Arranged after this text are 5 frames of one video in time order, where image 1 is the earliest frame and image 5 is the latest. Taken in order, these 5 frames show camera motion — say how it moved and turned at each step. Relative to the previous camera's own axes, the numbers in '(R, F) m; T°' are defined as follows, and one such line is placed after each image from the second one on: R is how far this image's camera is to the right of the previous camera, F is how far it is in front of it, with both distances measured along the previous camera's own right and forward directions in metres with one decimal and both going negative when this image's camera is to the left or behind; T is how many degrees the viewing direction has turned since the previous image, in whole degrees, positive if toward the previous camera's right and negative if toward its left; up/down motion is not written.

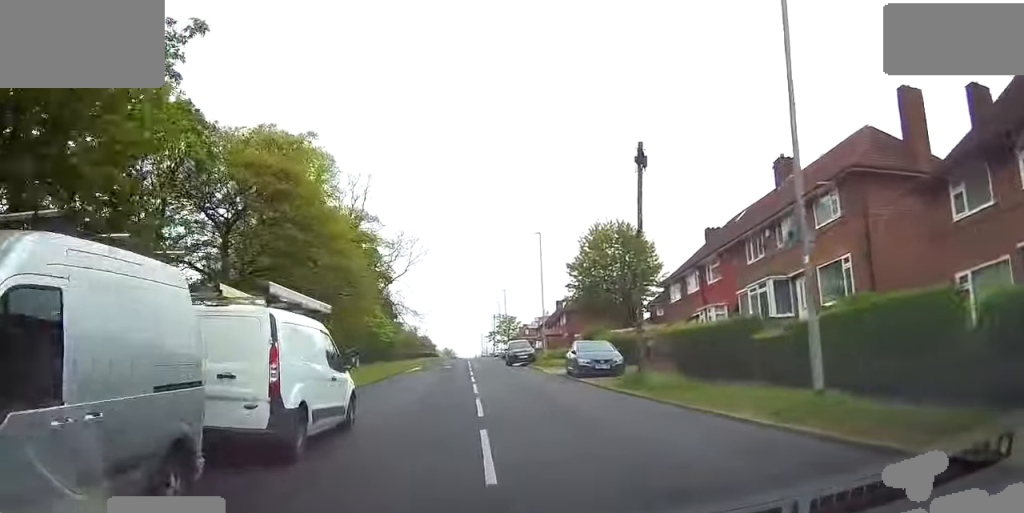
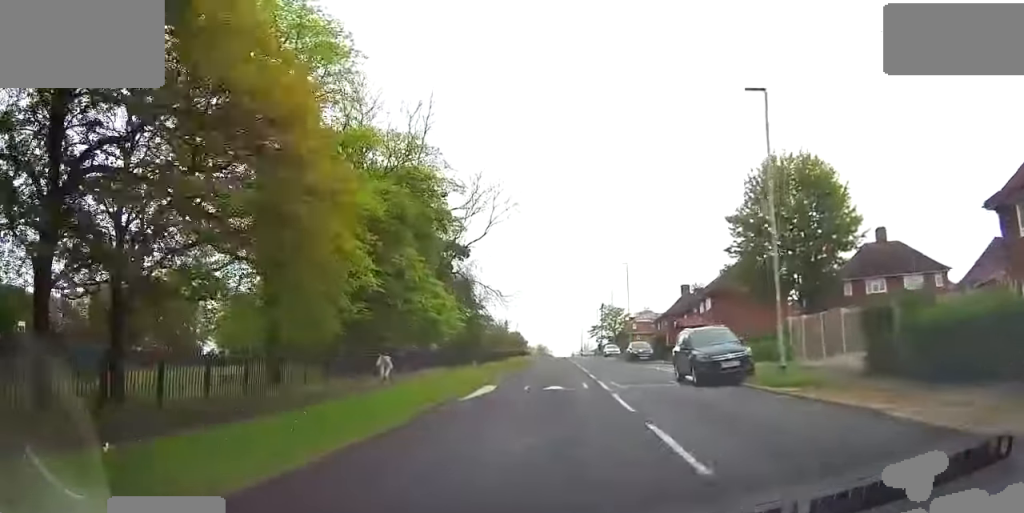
(-1.5, +23.8) m; -10°
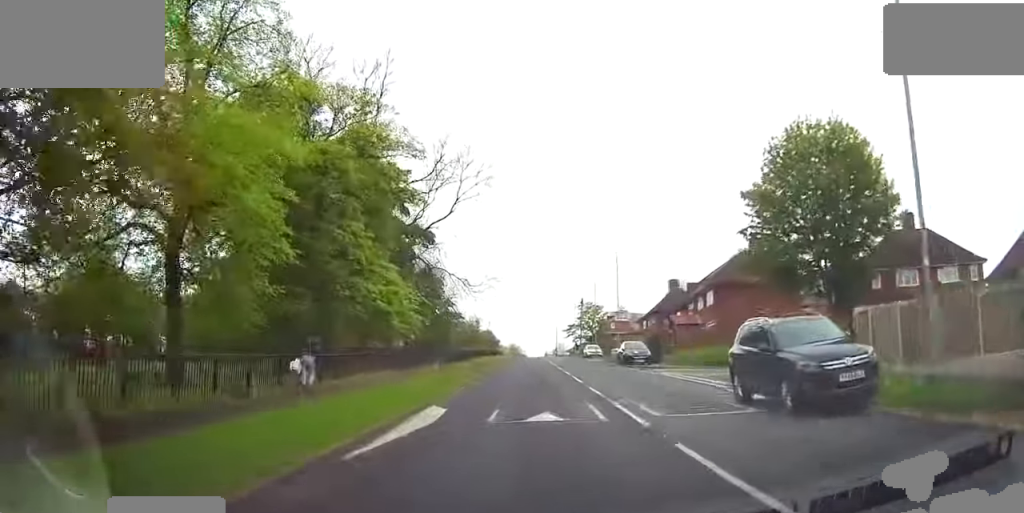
(-0.4, +8.3) m; -1°
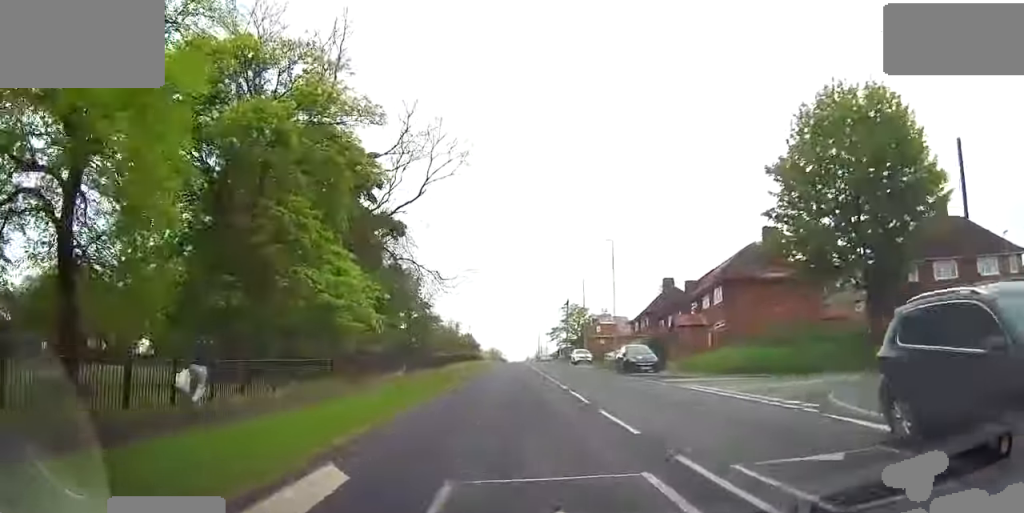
(+0.2, +6.6) m; +2°
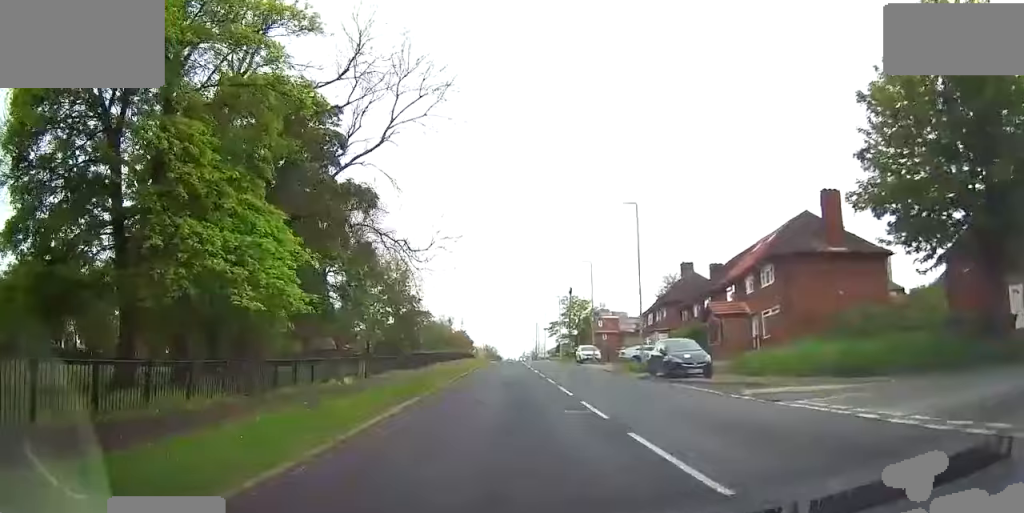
(+0.3, +9.8) m; +2°
